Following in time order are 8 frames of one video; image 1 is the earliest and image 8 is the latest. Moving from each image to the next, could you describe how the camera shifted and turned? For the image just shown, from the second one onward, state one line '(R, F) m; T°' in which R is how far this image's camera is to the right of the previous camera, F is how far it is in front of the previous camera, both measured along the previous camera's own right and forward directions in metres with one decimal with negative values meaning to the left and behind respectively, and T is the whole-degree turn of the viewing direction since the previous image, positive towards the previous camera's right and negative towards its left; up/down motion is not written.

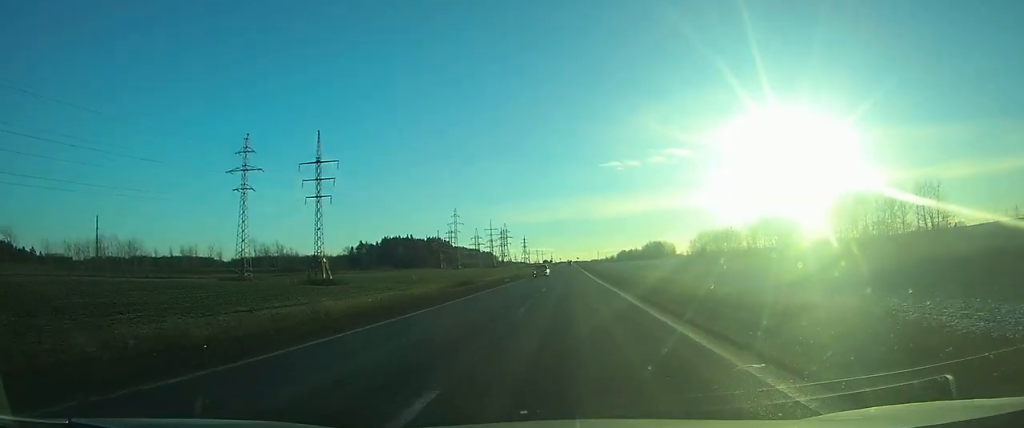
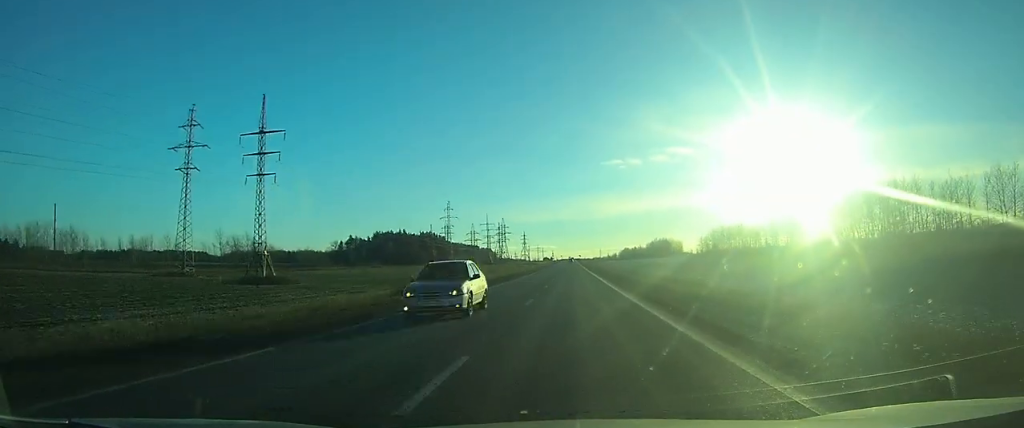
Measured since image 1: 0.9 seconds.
(0.0, +20.4) m; 0°
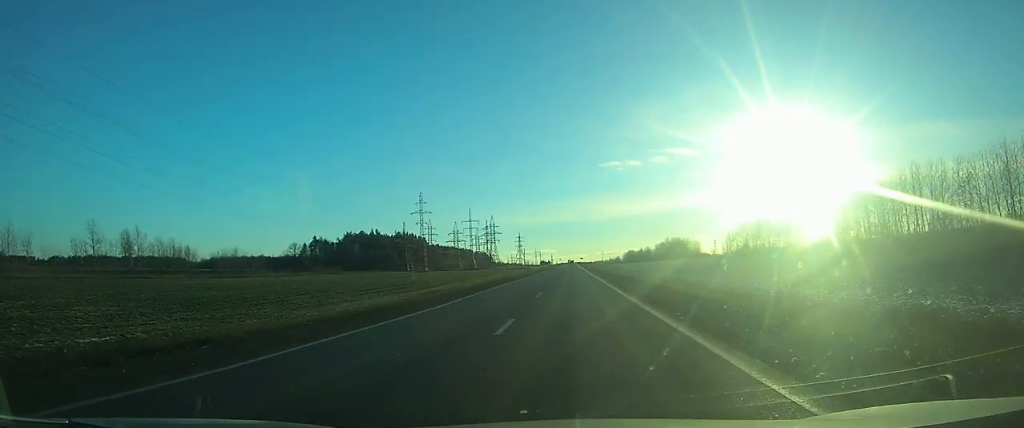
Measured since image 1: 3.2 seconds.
(-0.3, +50.2) m; 0°
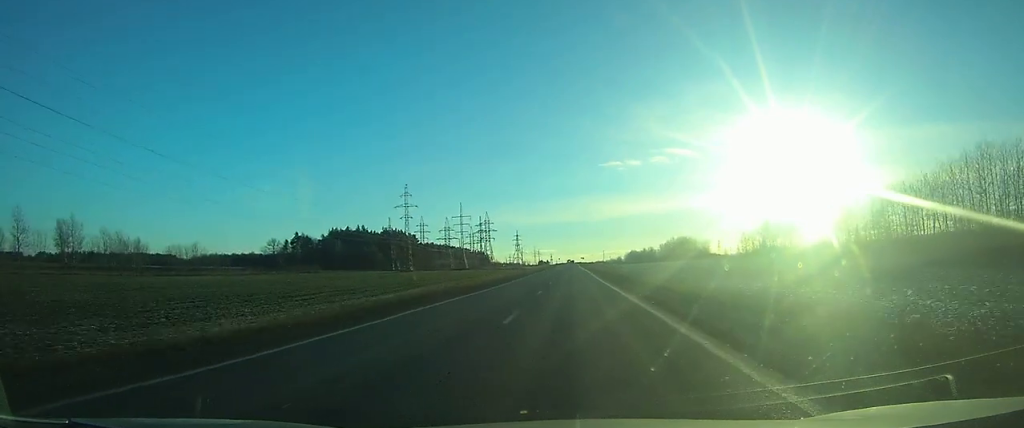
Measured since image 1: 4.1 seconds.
(-0.1, +22.1) m; 0°
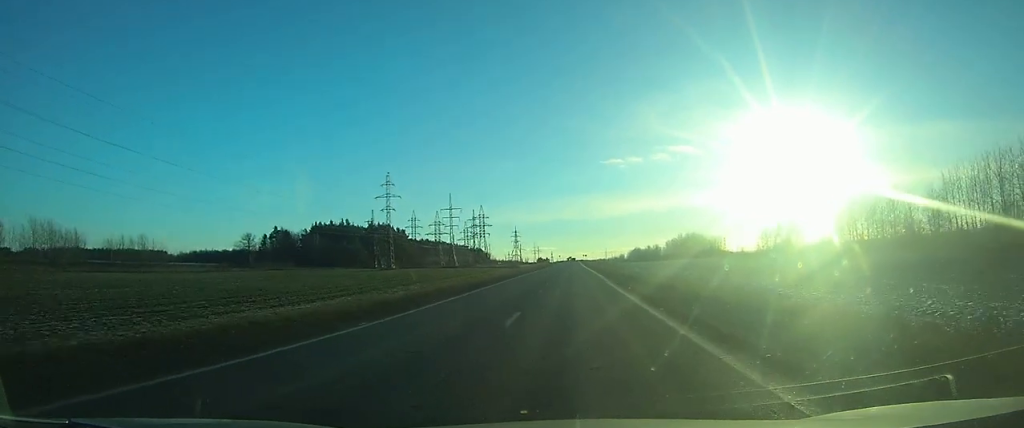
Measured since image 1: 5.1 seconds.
(0.0, +24.9) m; 0°
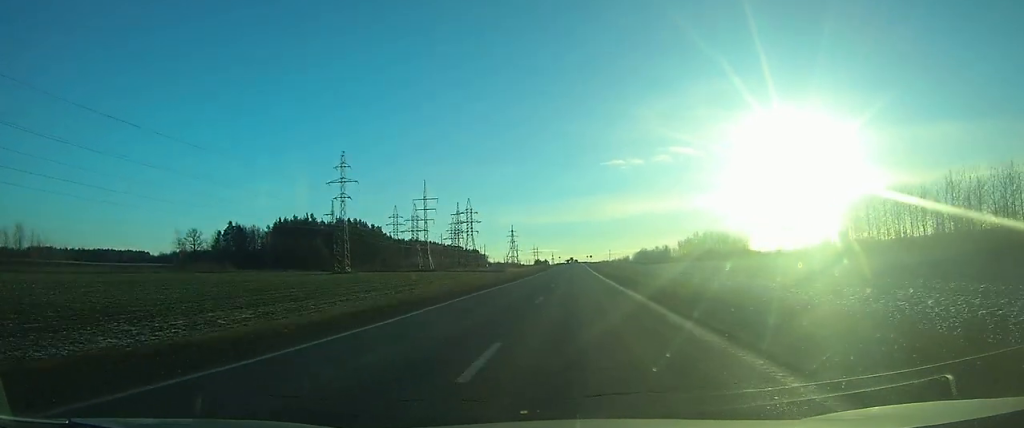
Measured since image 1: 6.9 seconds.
(+0.1, +44.5) m; 0°
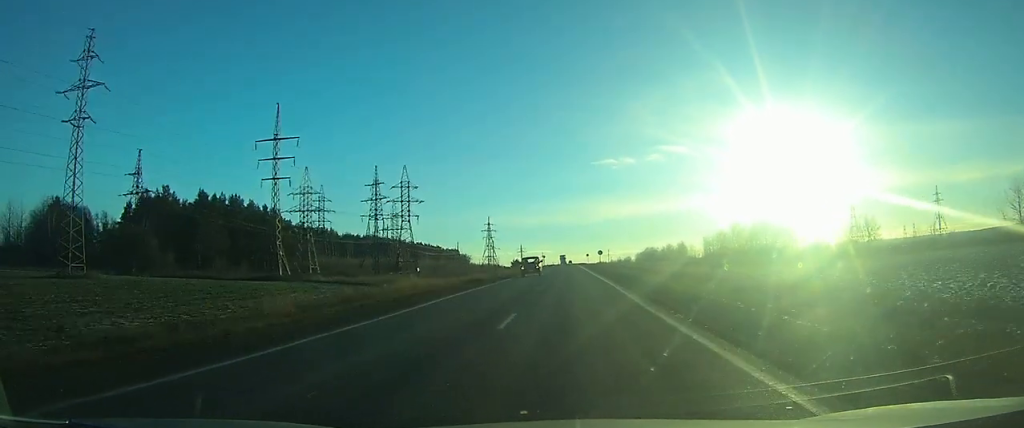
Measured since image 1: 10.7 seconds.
(0.0, +93.3) m; 0°
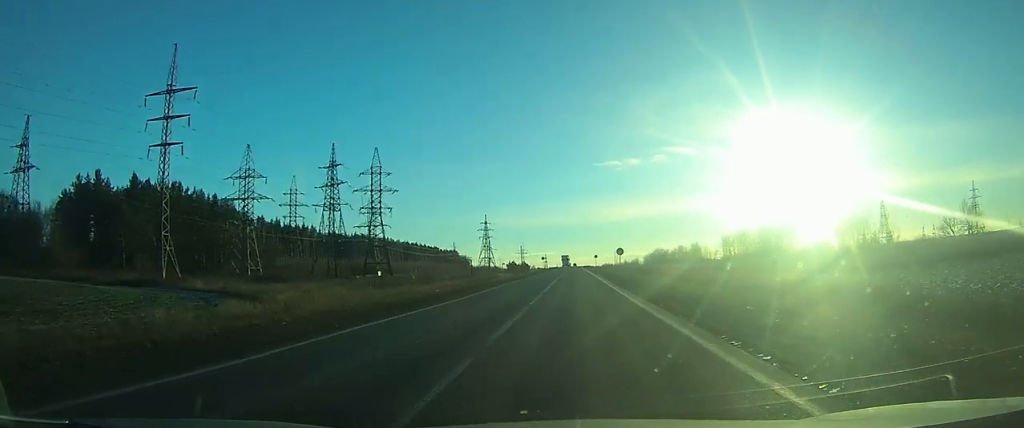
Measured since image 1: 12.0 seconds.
(0.0, +28.0) m; 0°
